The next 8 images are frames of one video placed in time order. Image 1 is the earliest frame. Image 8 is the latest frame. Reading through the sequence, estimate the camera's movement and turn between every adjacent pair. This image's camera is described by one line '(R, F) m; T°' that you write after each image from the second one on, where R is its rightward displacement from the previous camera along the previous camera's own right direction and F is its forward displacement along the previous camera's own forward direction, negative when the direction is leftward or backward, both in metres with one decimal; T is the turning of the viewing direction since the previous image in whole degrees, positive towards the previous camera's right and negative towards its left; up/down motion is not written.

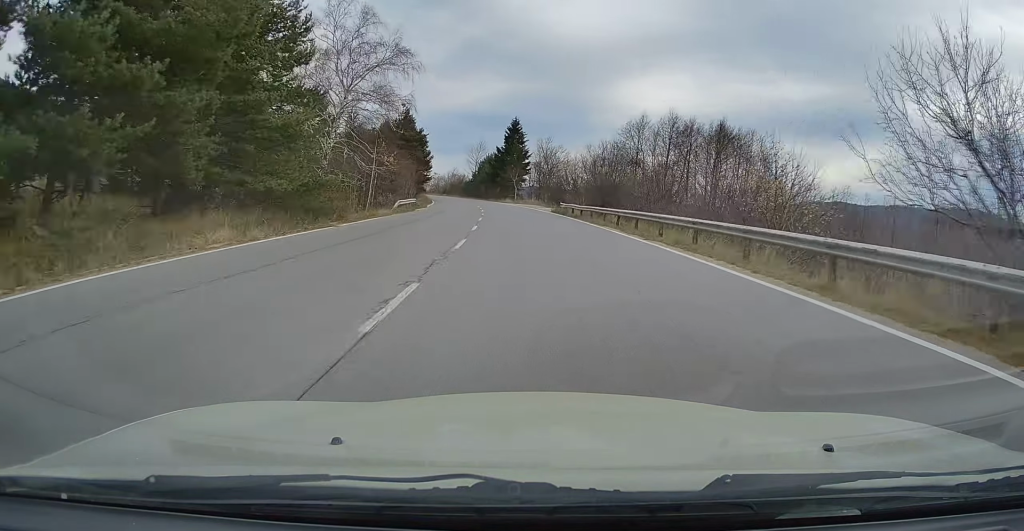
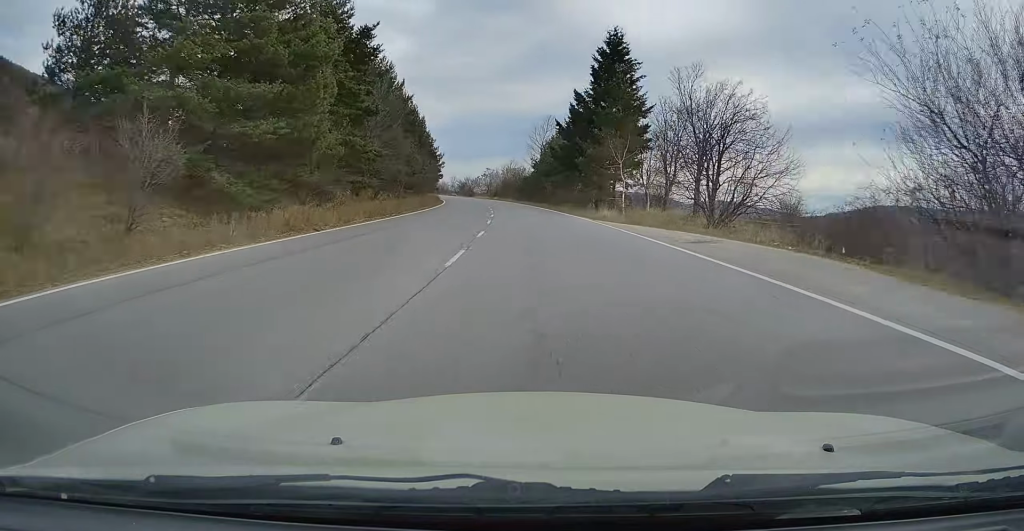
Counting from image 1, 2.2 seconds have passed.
(-3.6, +66.6) m; -6°
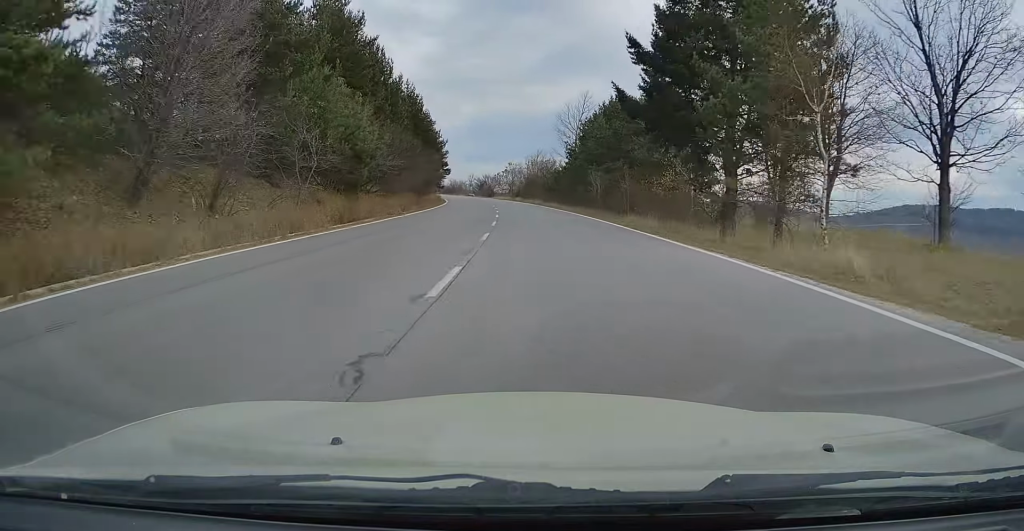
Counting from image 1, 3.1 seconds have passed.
(-0.6, +28.7) m; -3°
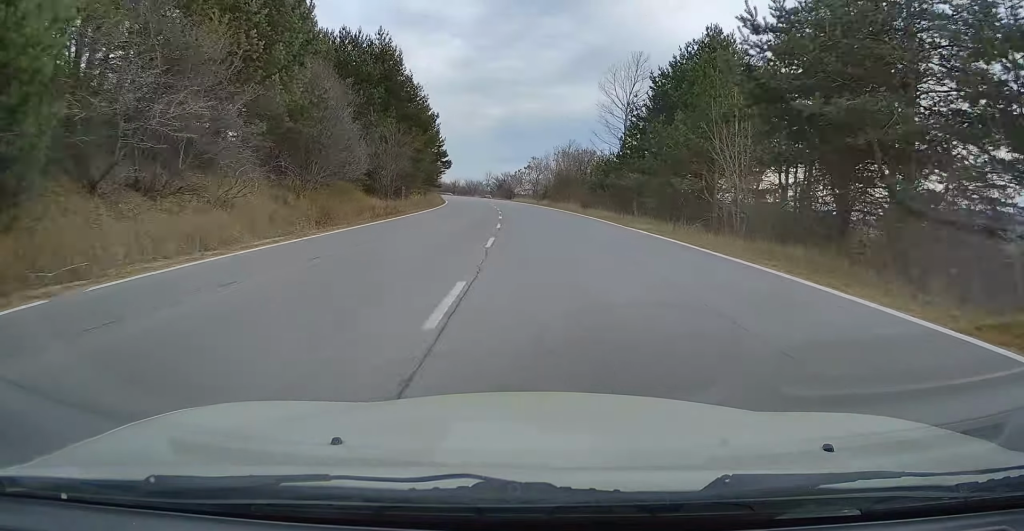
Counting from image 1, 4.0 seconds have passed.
(-0.8, +28.7) m; -3°
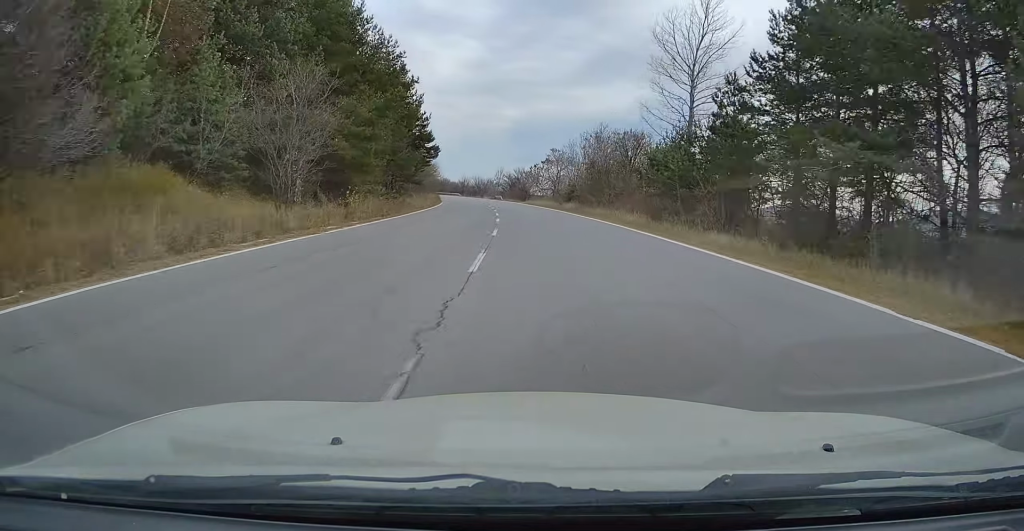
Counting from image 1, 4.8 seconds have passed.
(-0.3, +22.7) m; -1°
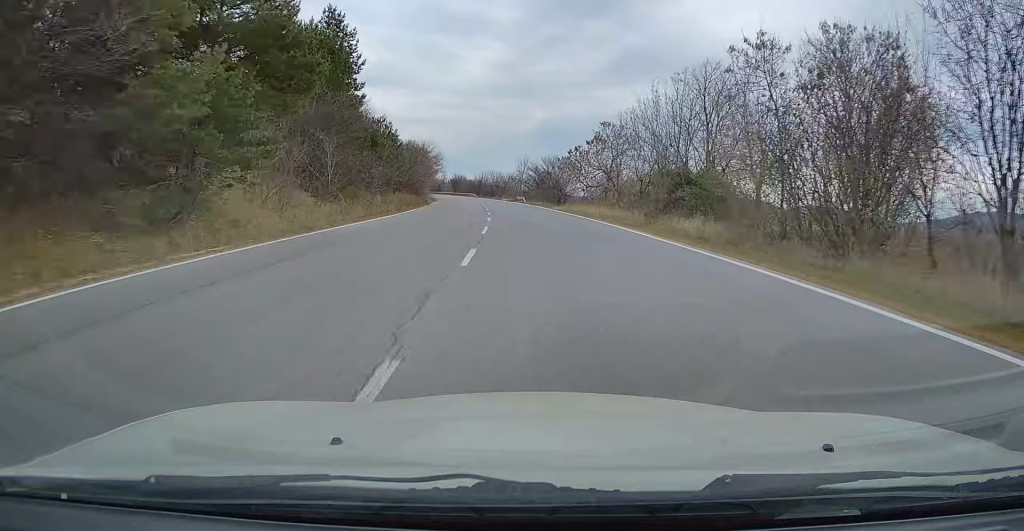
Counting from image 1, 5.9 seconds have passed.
(-0.7, +36.1) m; -2°
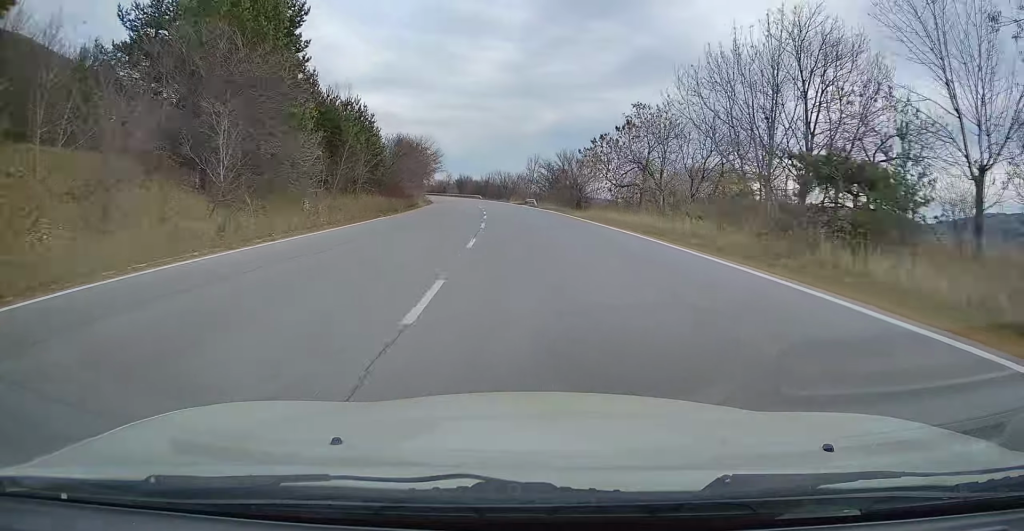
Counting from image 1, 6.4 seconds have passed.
(-0.2, +13.4) m; -1°
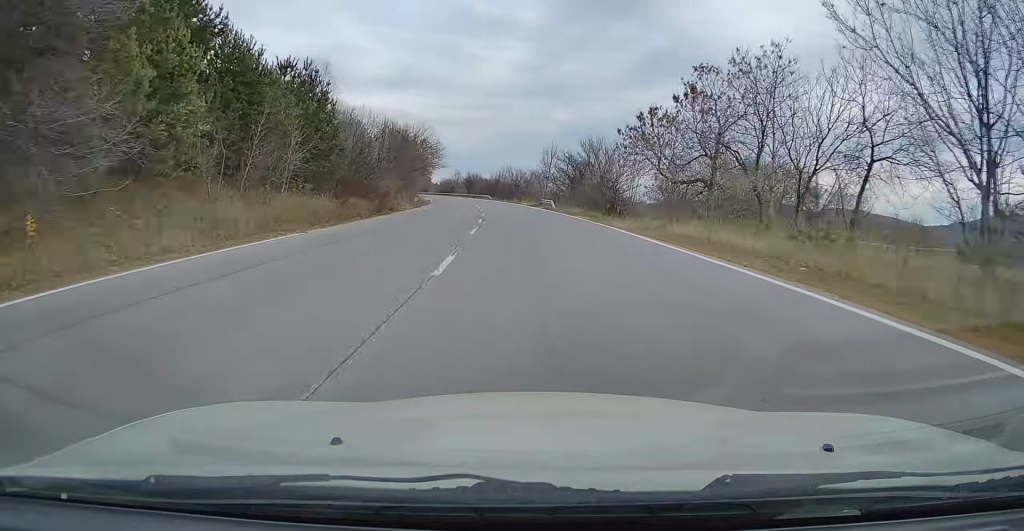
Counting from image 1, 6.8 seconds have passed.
(-0.1, +14.5) m; -1°
